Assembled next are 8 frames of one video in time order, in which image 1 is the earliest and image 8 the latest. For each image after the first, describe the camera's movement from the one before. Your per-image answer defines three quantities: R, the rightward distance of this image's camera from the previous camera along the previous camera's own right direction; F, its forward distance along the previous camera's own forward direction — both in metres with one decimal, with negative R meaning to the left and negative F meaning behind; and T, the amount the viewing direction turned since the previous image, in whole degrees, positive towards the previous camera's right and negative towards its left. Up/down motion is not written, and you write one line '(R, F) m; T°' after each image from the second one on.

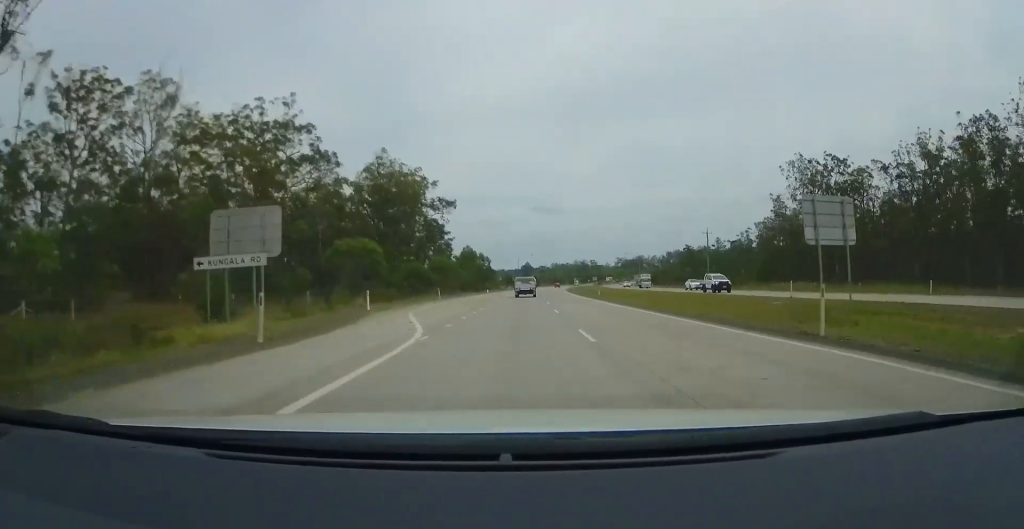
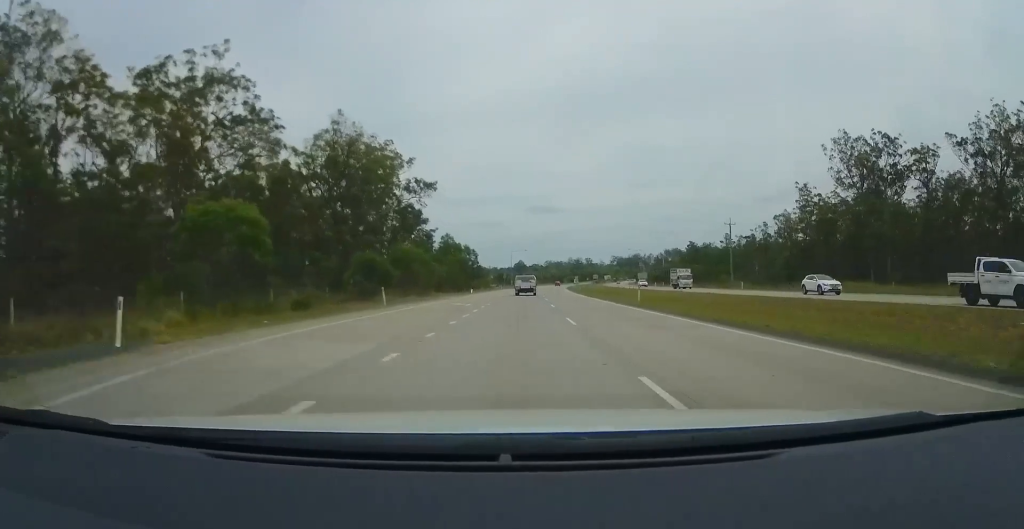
(+0.2, +19.4) m; 0°
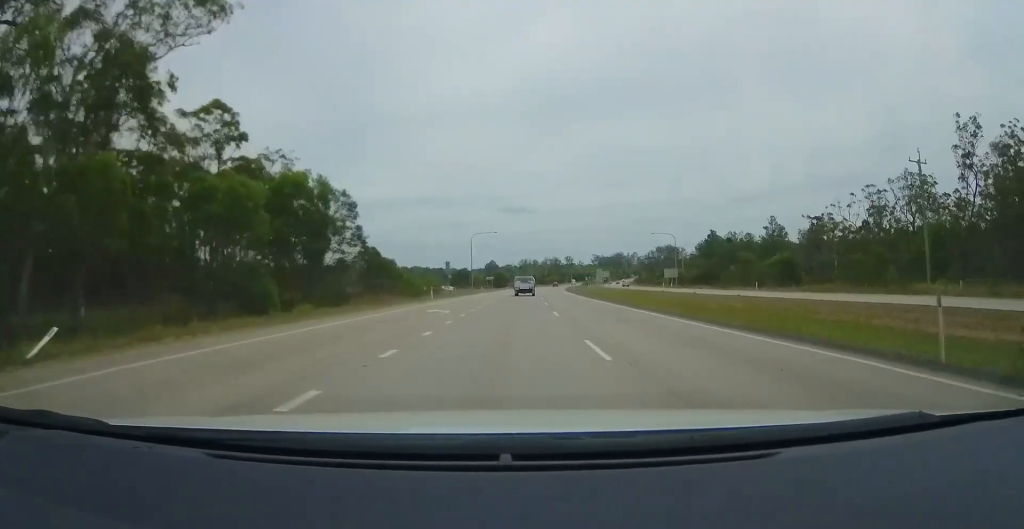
(+3.2, +66.7) m; +5°
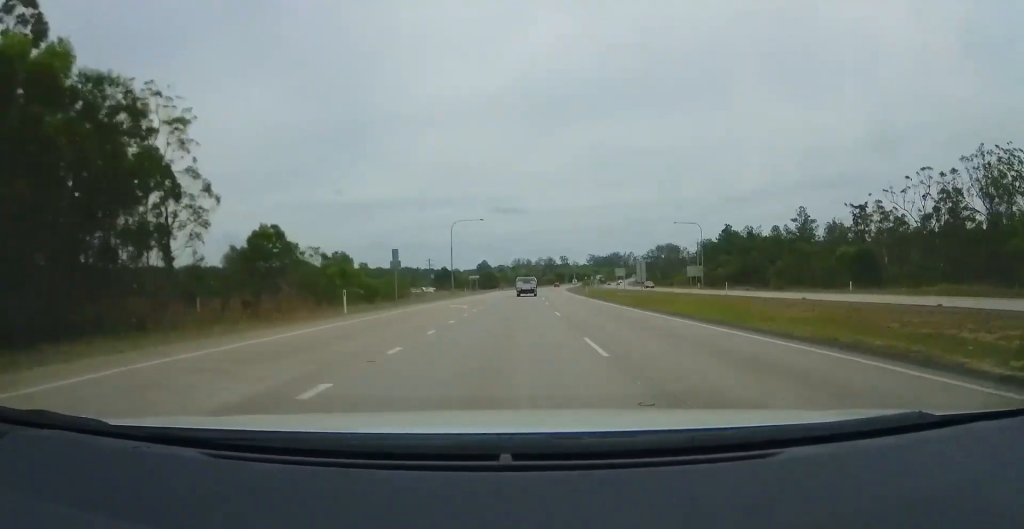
(-0.6, +23.1) m; +1°
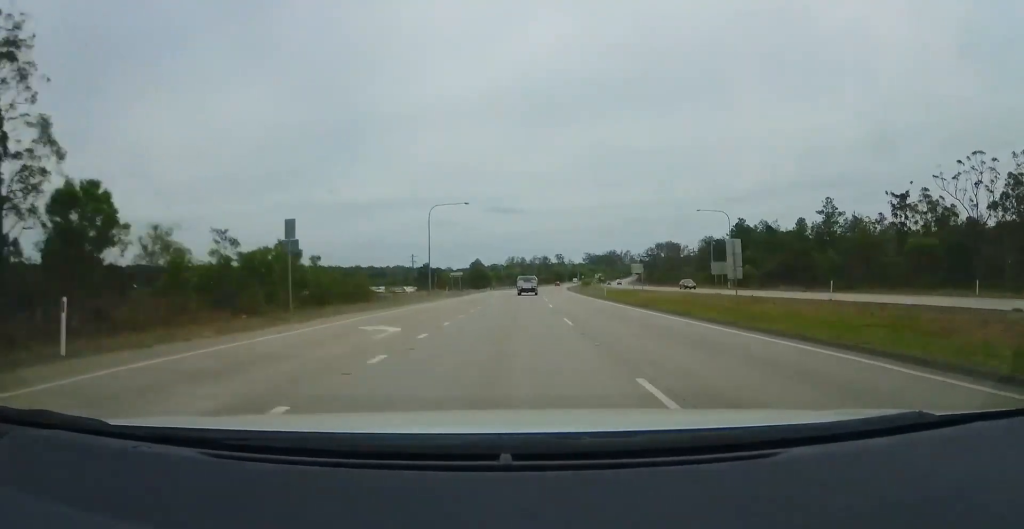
(+0.4, +17.0) m; +1°
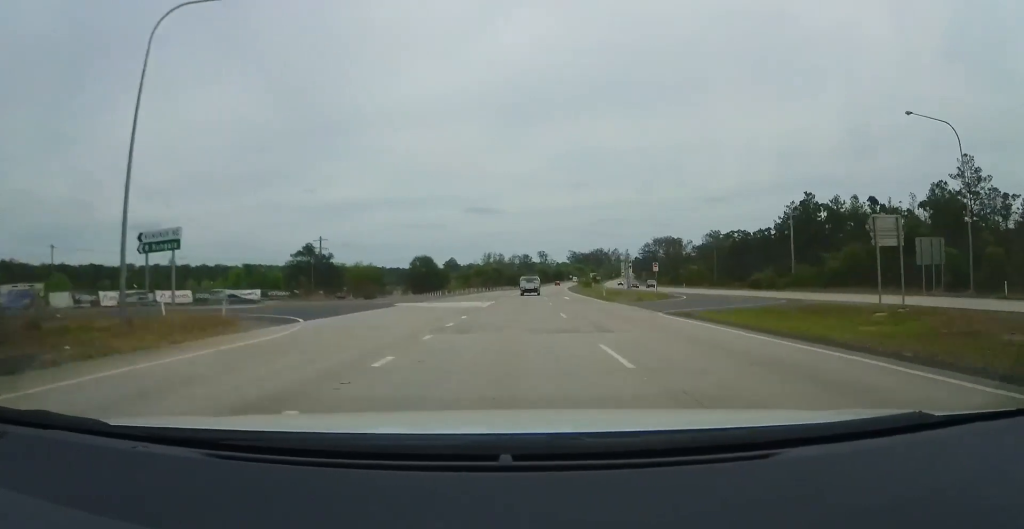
(+0.8, +55.8) m; +1°
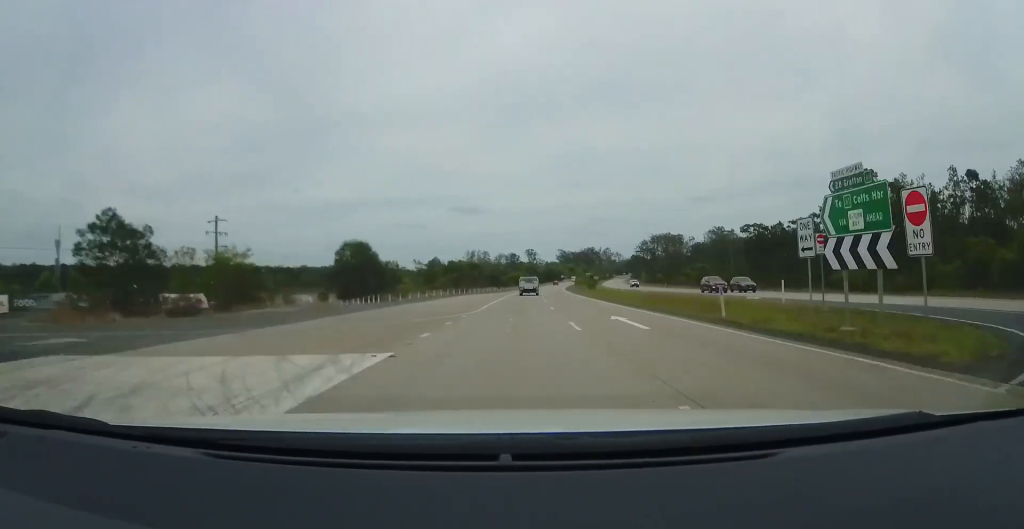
(-0.1, +29.0) m; +1°
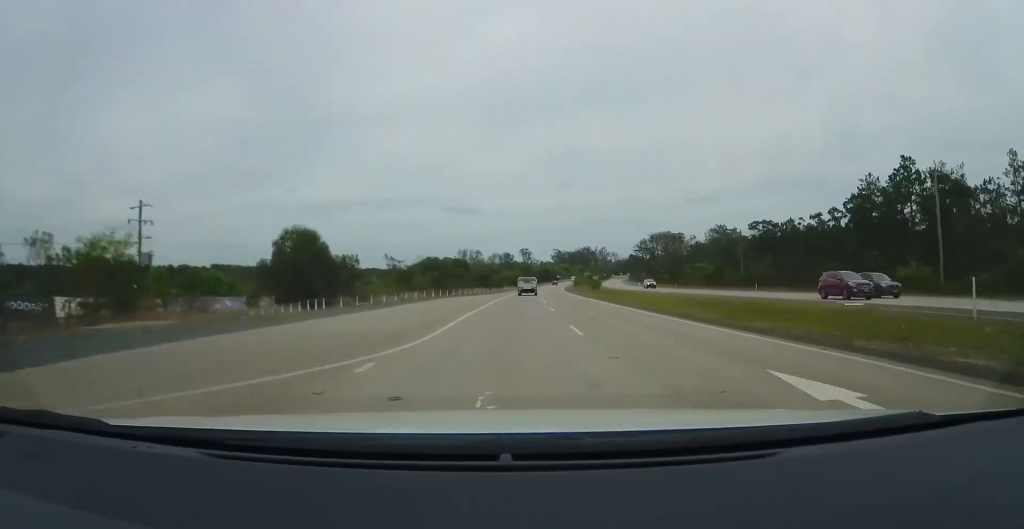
(+0.2, +13.3) m; +1°
